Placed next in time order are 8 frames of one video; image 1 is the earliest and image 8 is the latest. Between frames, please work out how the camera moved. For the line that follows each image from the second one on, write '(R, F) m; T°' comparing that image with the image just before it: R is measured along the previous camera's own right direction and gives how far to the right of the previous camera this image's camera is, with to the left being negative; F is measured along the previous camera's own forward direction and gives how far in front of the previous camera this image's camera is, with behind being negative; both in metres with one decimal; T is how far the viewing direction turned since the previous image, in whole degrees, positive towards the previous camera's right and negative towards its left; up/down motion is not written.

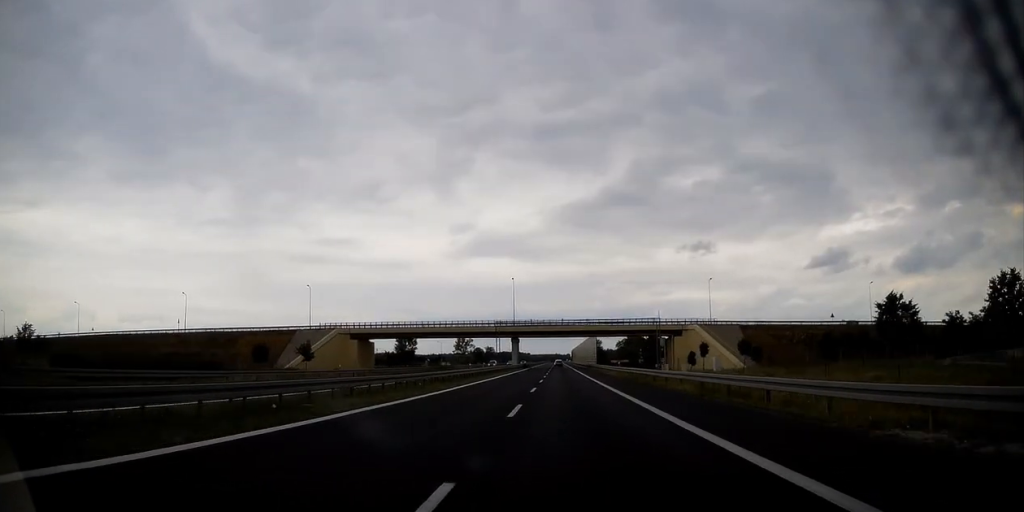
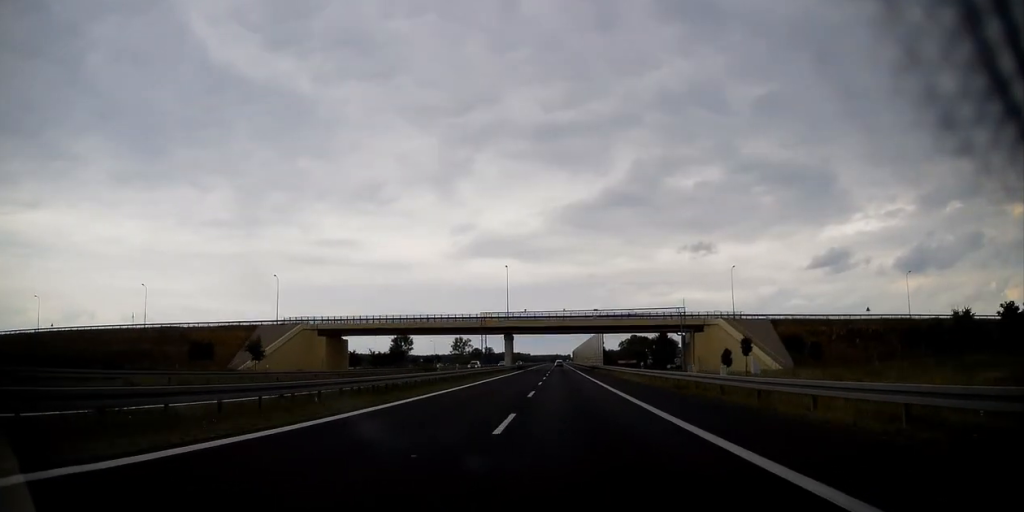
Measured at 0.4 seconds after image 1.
(-0.1, +15.2) m; 0°
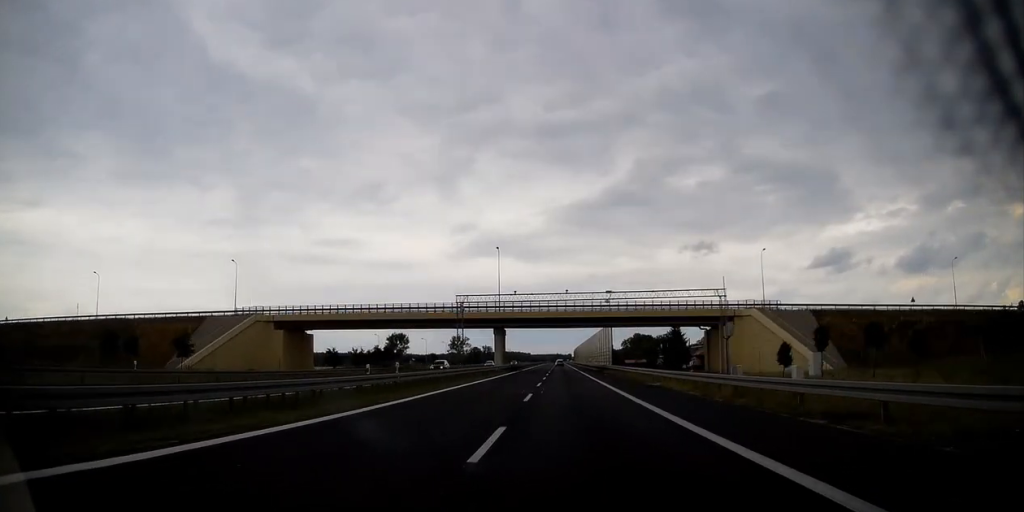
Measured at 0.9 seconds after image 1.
(-0.1, +15.2) m; 0°
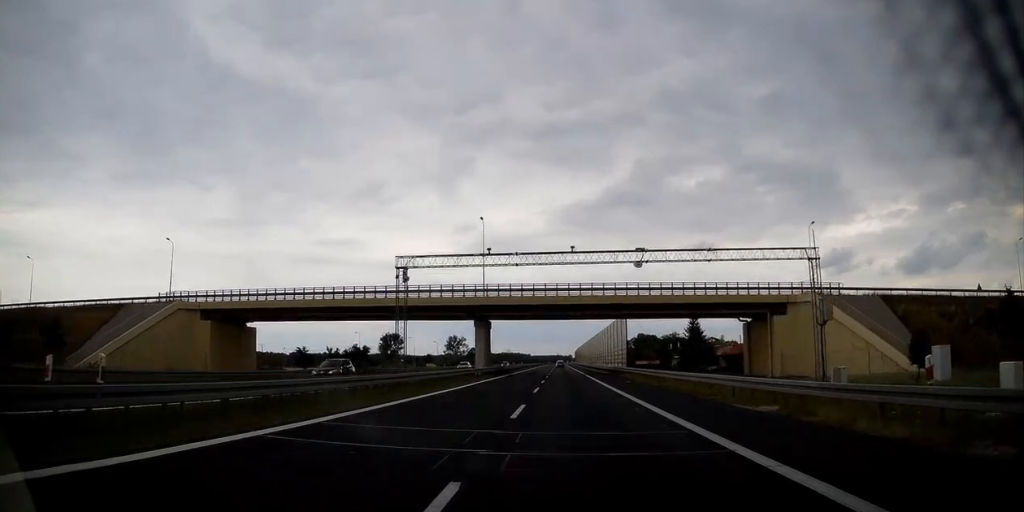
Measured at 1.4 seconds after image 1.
(+0.1, +17.6) m; 0°
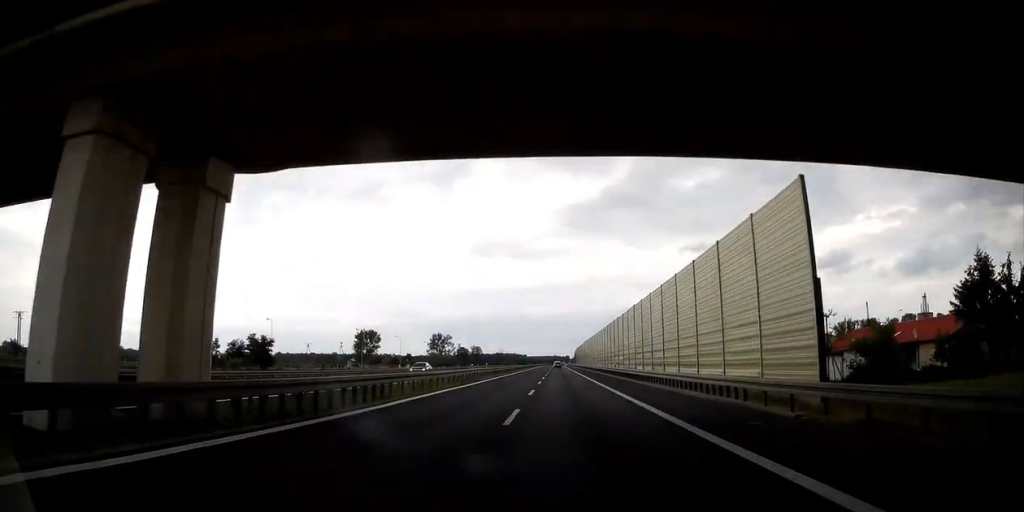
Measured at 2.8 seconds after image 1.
(-0.1, +49.5) m; 0°
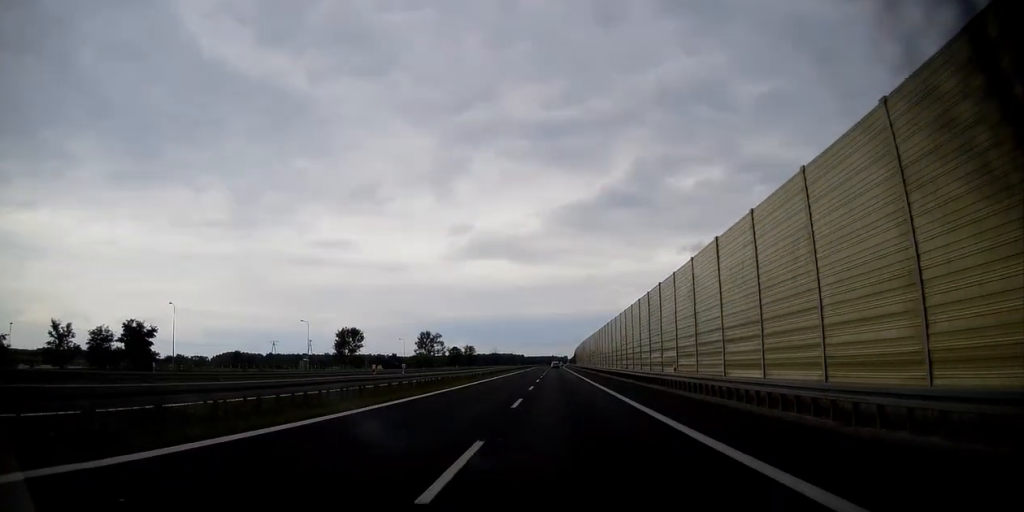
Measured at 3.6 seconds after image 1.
(+0.1, +30.8) m; +1°
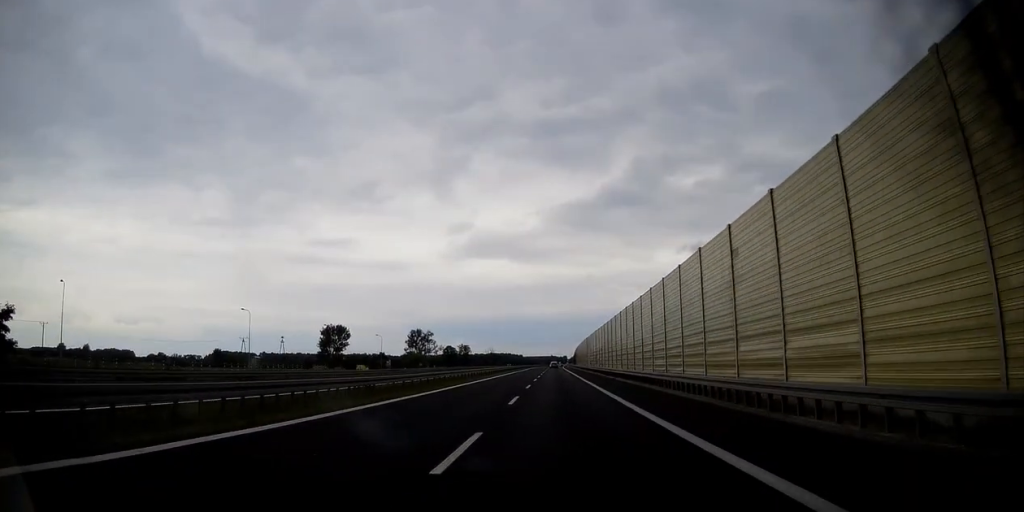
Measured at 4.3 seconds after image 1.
(+0.2, +22.5) m; 0°
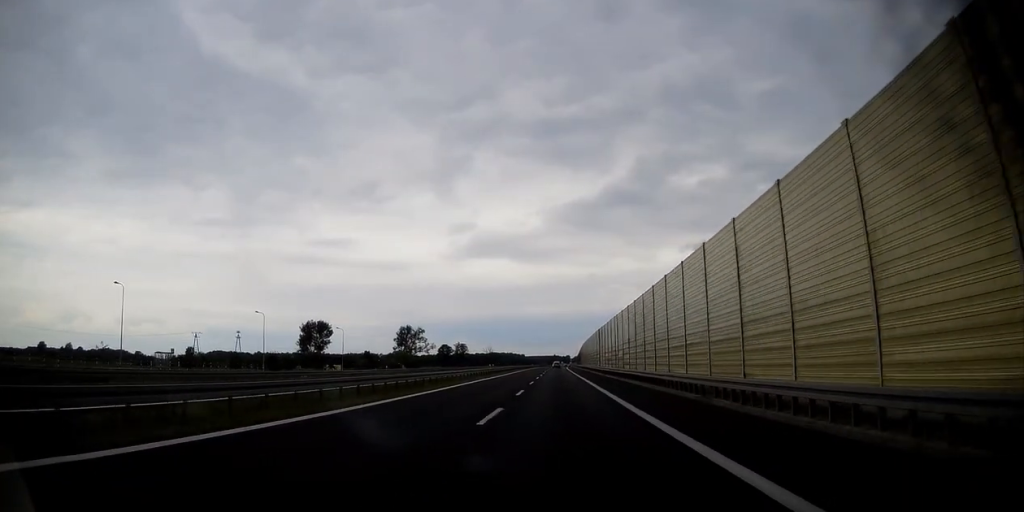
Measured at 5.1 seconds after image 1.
(+0.1, +29.7) m; 0°
